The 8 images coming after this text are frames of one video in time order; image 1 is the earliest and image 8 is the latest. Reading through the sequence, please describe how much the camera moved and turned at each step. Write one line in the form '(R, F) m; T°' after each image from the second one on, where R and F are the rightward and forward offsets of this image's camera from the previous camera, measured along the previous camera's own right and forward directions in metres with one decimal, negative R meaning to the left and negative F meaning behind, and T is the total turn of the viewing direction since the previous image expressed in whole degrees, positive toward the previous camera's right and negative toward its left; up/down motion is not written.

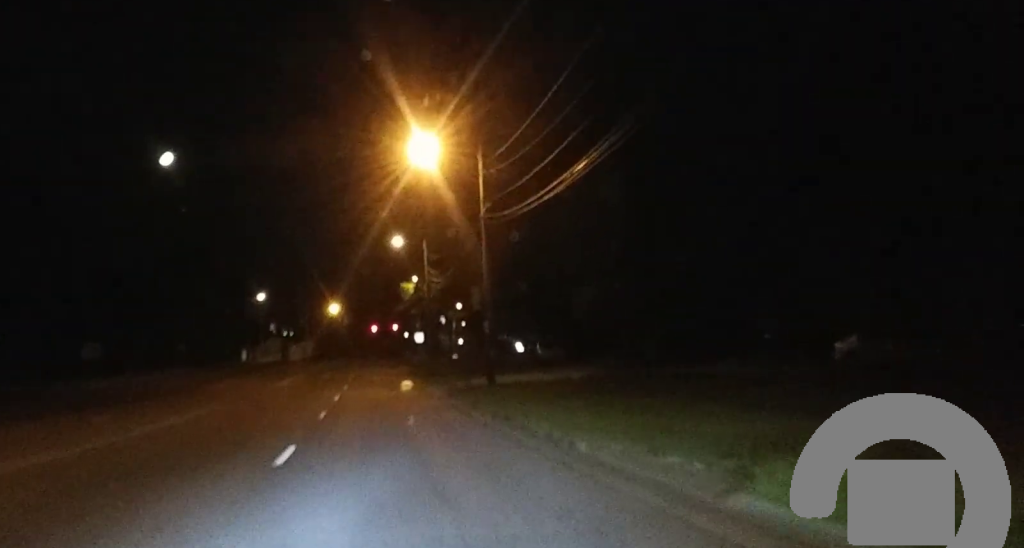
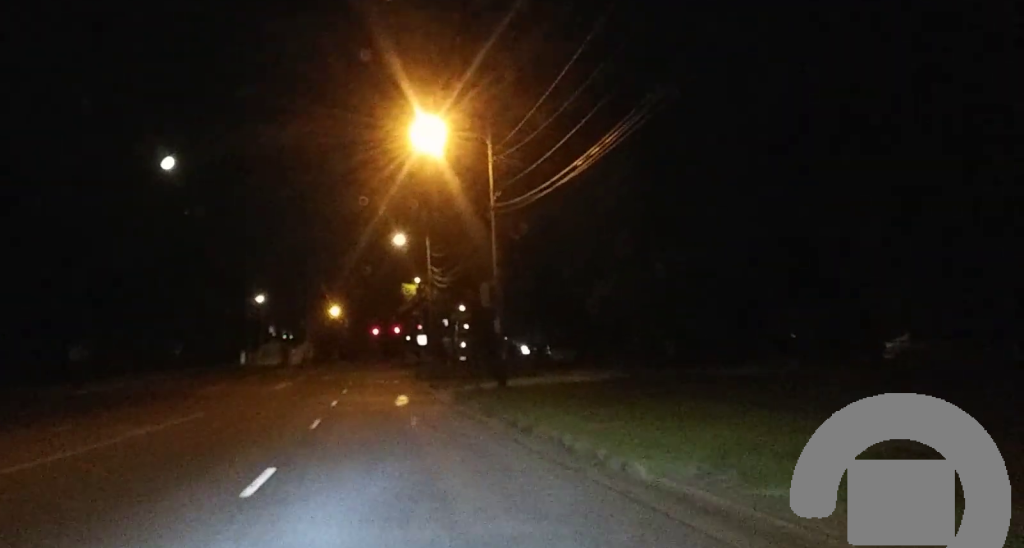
(-0.1, +3.5) m; -1°
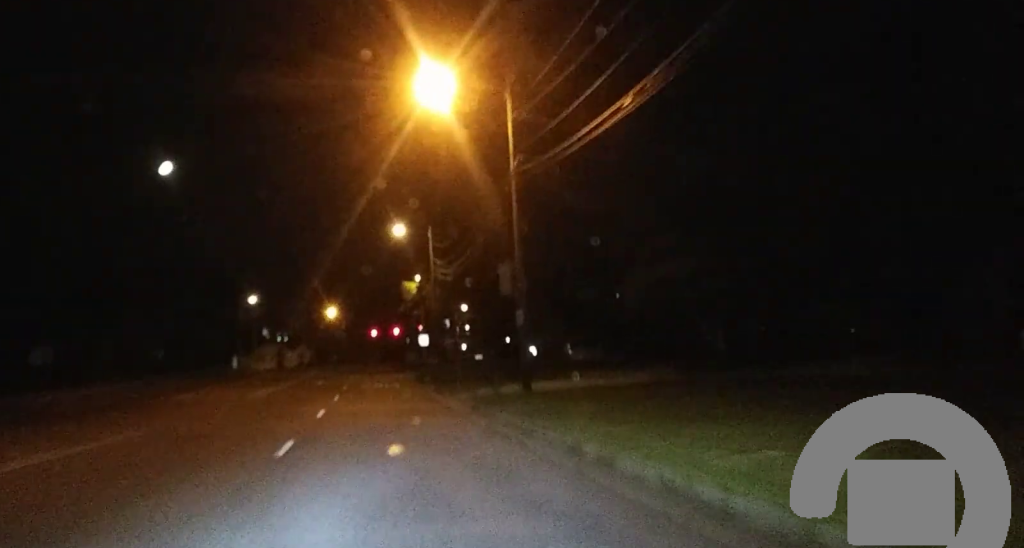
(-0.2, +8.0) m; -2°
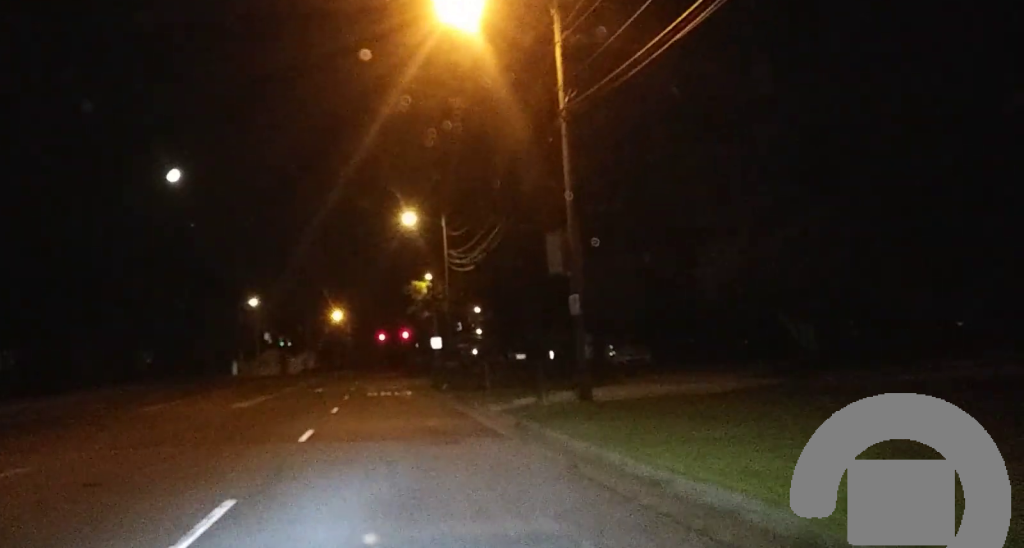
(-0.1, +8.0) m; -1°
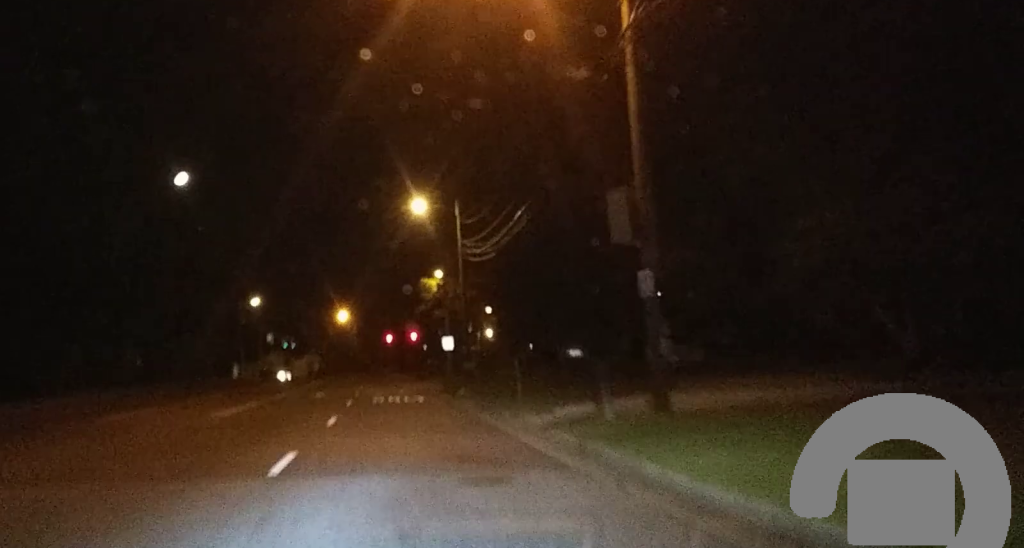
(0.0, +6.5) m; 0°
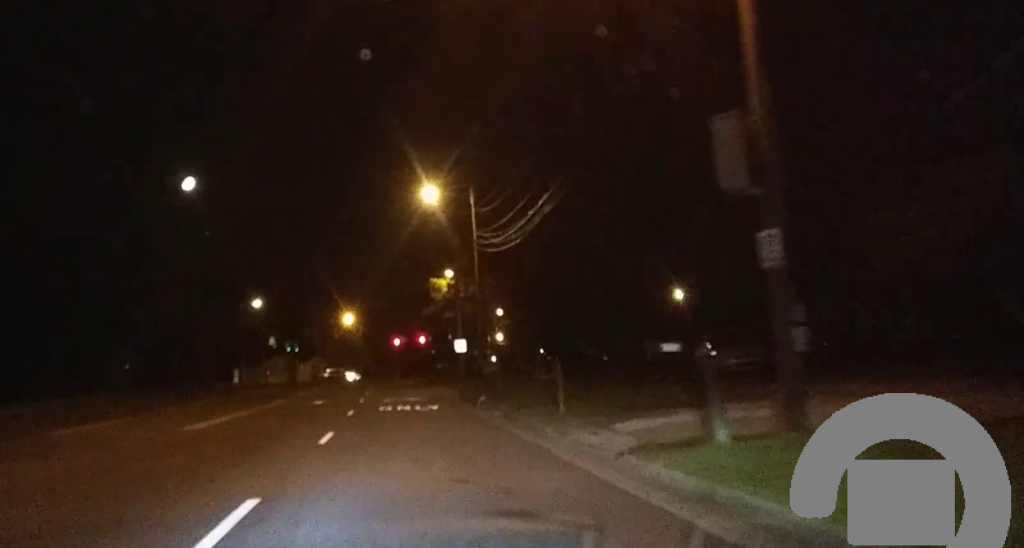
(0.0, +5.2) m; 0°
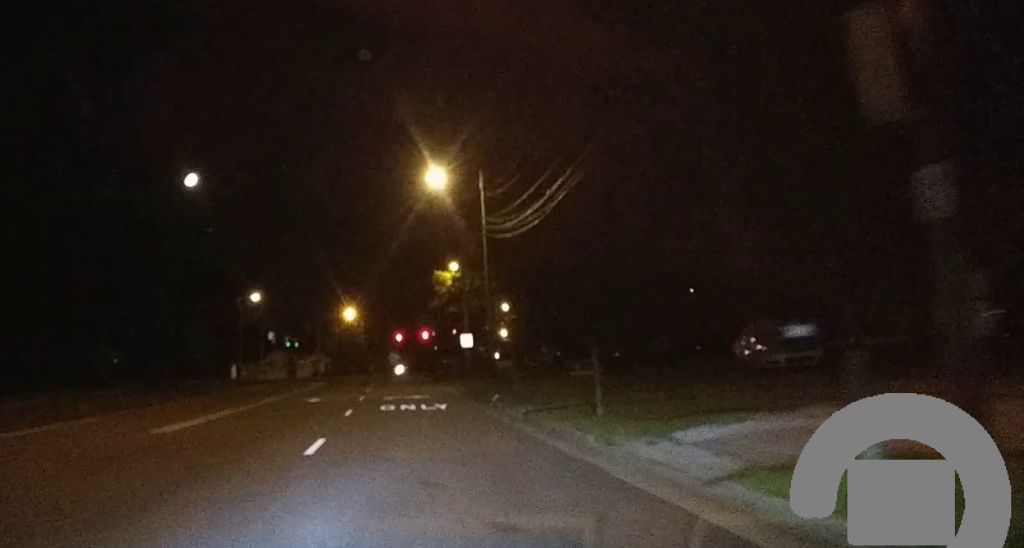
(0.0, +4.2) m; 0°
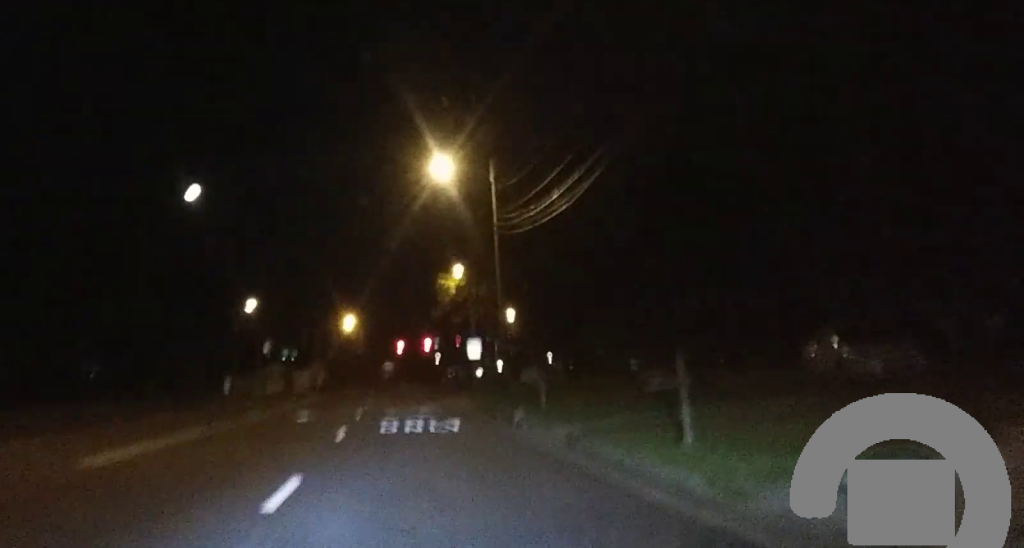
(0.0, +5.4) m; 0°
